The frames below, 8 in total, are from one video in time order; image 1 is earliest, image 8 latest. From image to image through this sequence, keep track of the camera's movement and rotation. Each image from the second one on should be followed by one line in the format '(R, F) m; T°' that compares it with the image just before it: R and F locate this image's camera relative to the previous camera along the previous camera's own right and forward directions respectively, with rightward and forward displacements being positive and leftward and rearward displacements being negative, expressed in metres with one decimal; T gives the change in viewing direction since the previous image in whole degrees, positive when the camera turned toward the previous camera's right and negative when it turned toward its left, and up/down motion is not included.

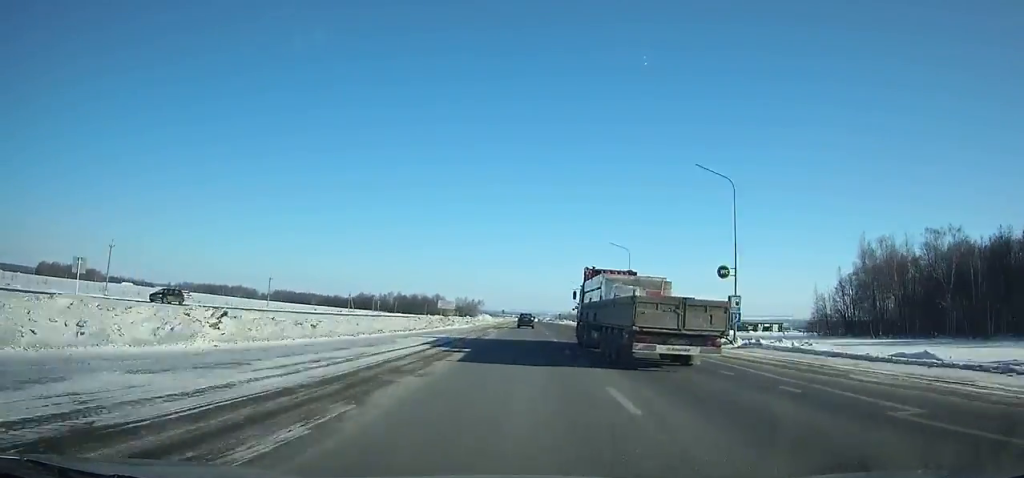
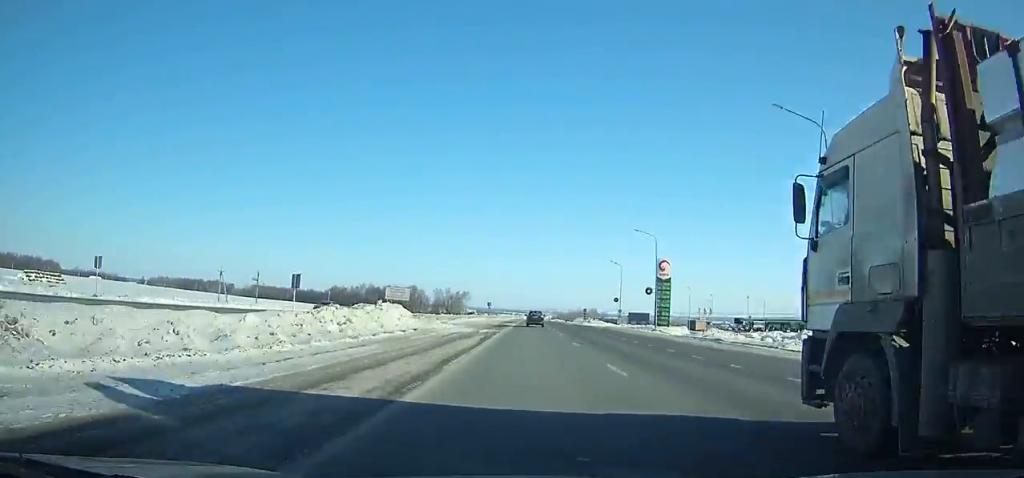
(-0.4, +89.4) m; 0°
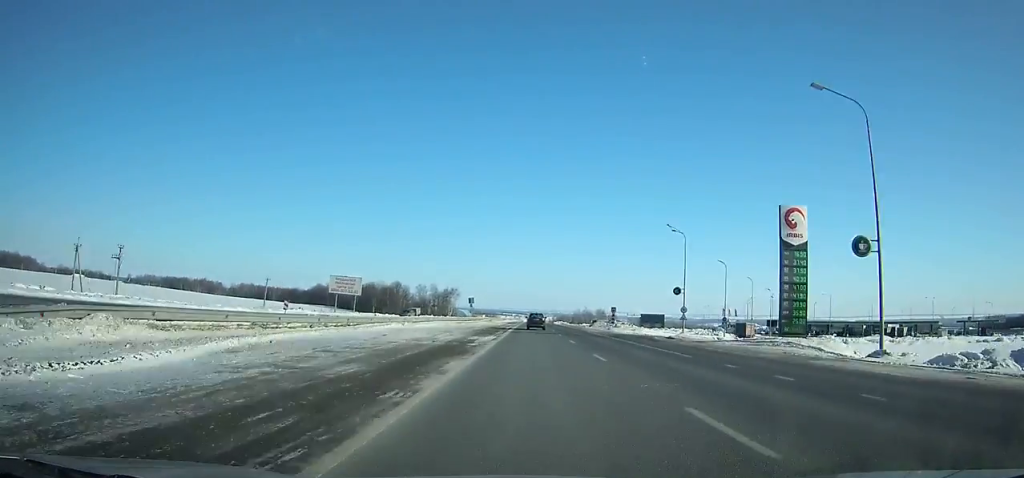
(+0.2, +43.5) m; 0°
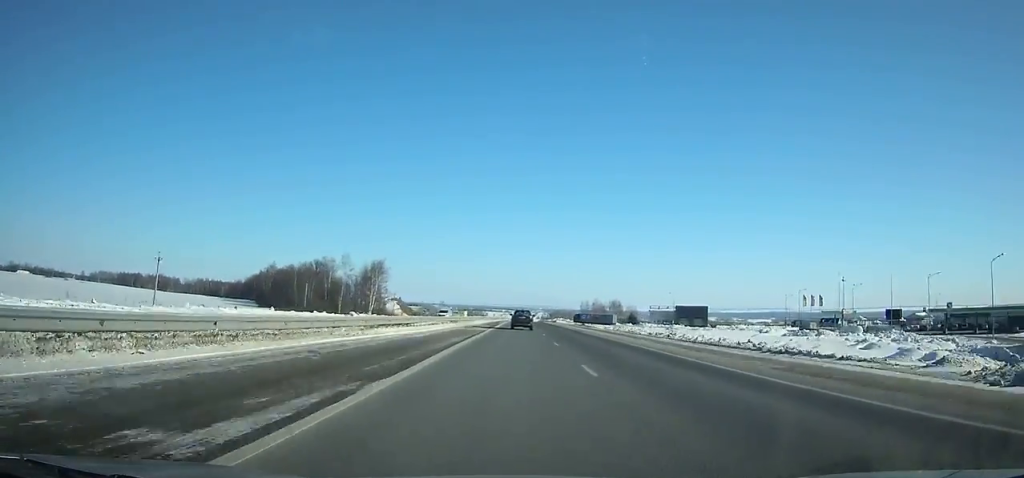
(+0.6, +99.3) m; 0°
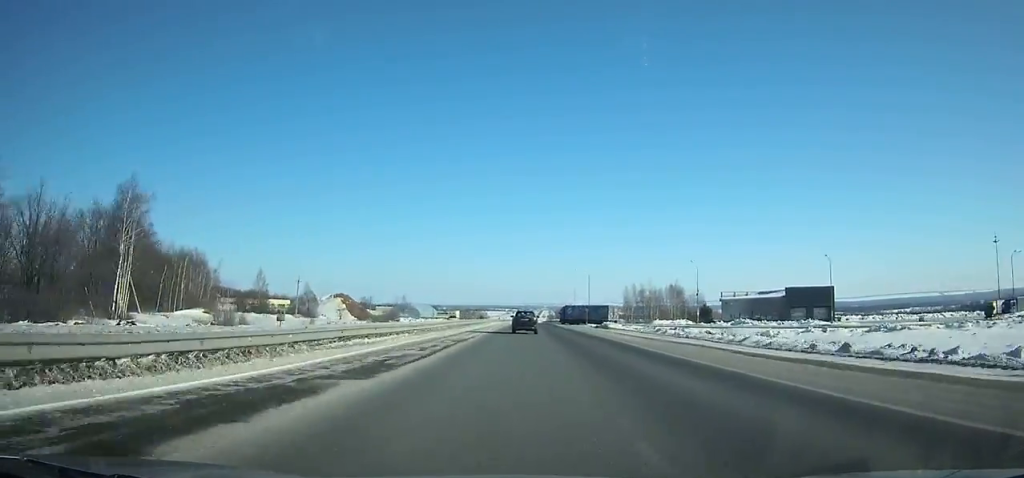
(+0.3, +102.6) m; 0°
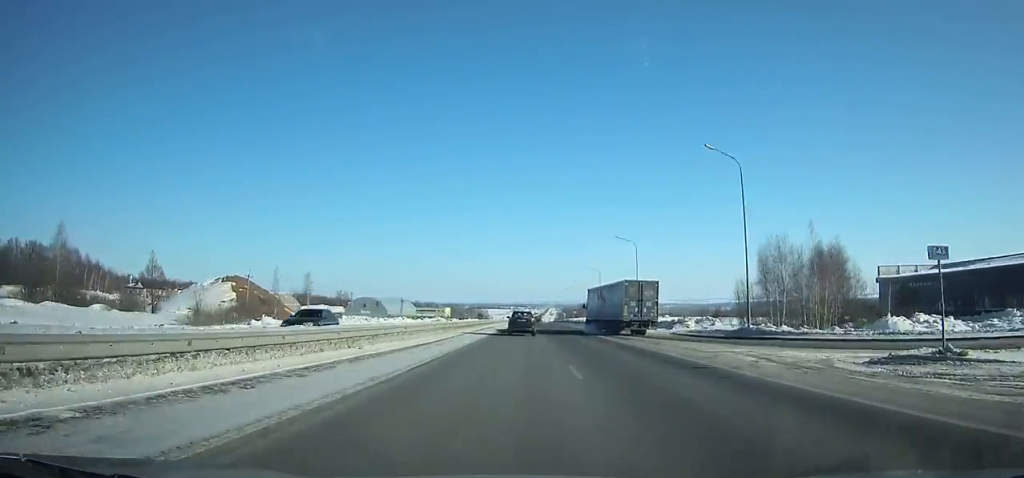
(+0.4, +89.2) m; 0°
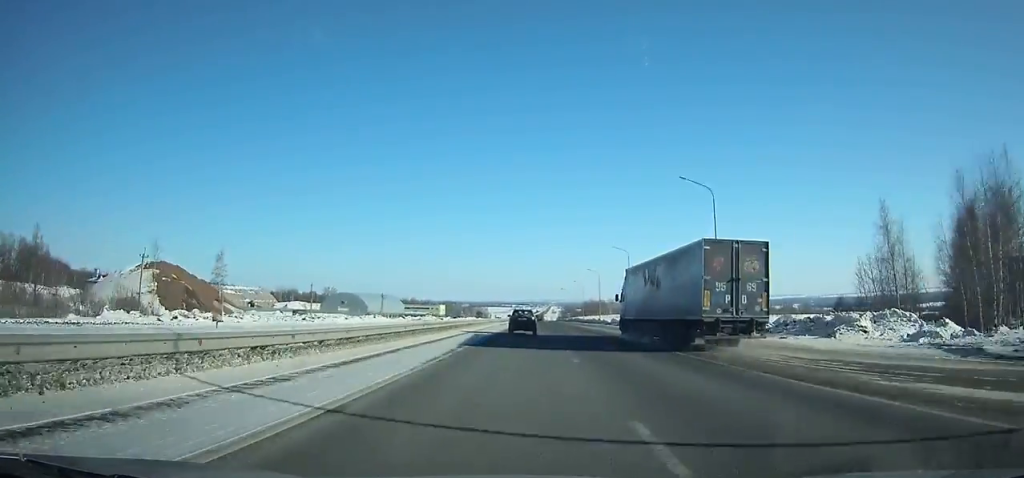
(+0.1, +32.0) m; 0°
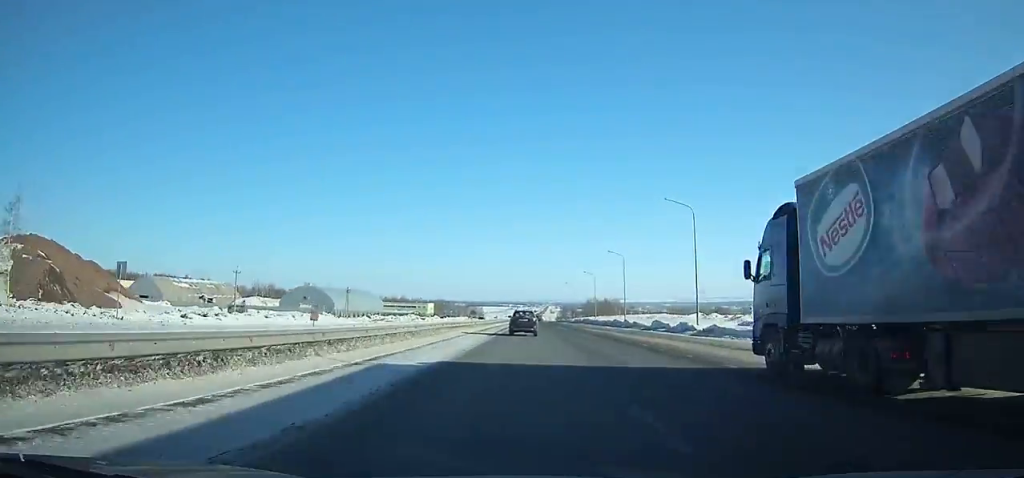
(0.0, +34.7) m; 0°
